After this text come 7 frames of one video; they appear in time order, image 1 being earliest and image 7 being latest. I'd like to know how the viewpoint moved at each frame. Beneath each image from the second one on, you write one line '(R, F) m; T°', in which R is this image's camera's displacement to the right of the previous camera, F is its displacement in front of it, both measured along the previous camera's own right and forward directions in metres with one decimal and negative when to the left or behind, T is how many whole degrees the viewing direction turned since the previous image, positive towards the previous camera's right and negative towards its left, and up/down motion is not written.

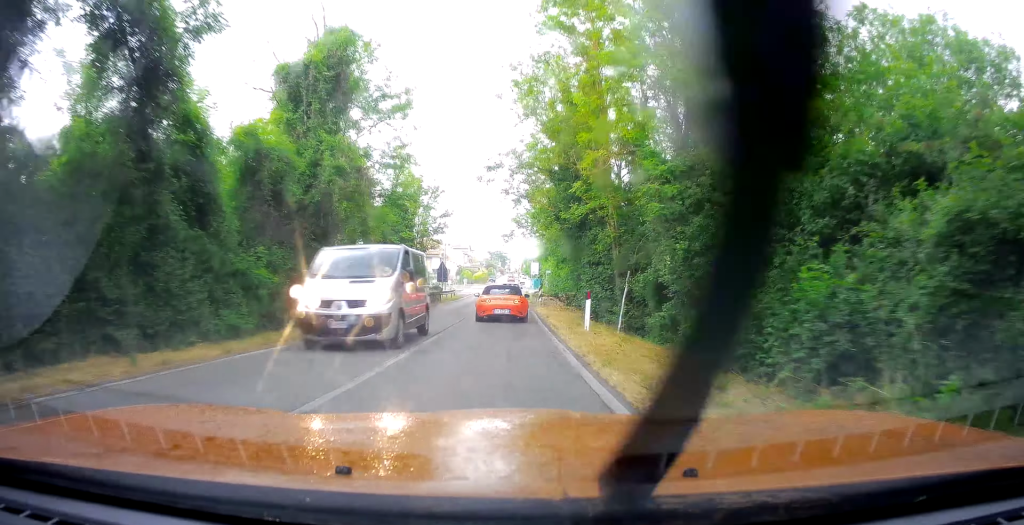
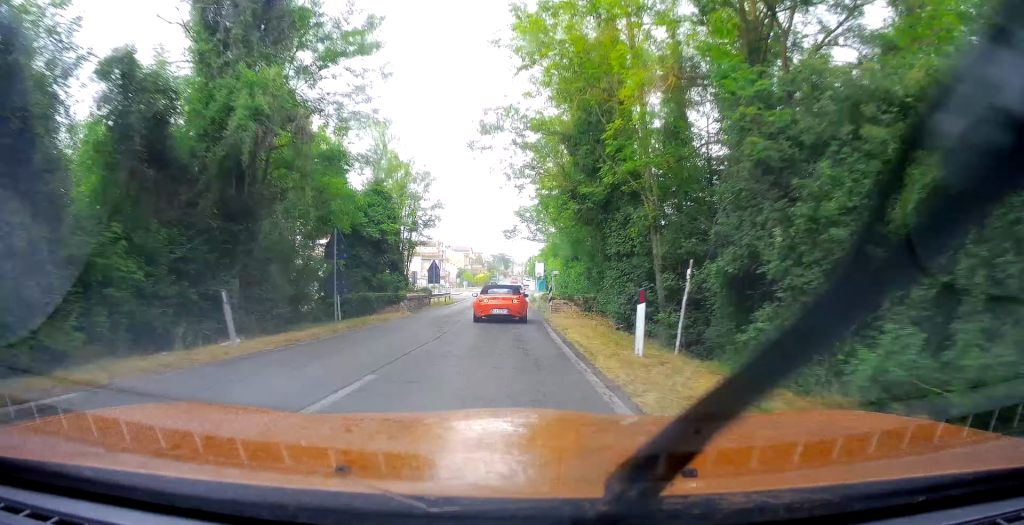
(-0.1, +5.9) m; 0°
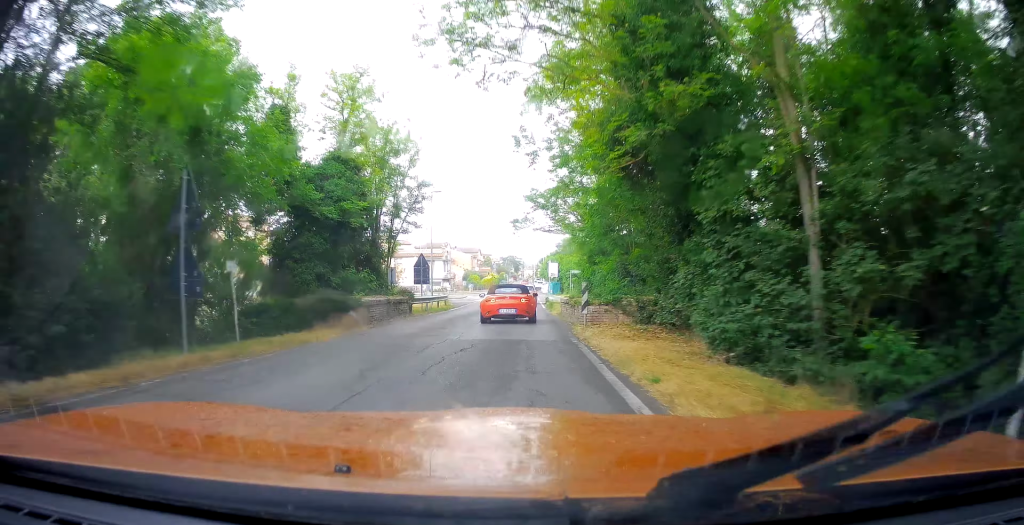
(+0.2, +8.6) m; 0°
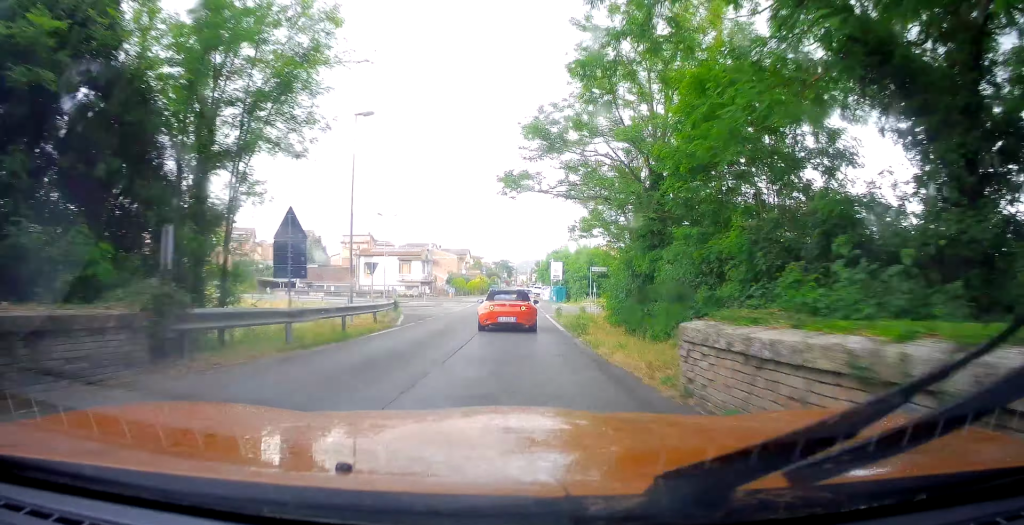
(-0.2, +16.9) m; -2°
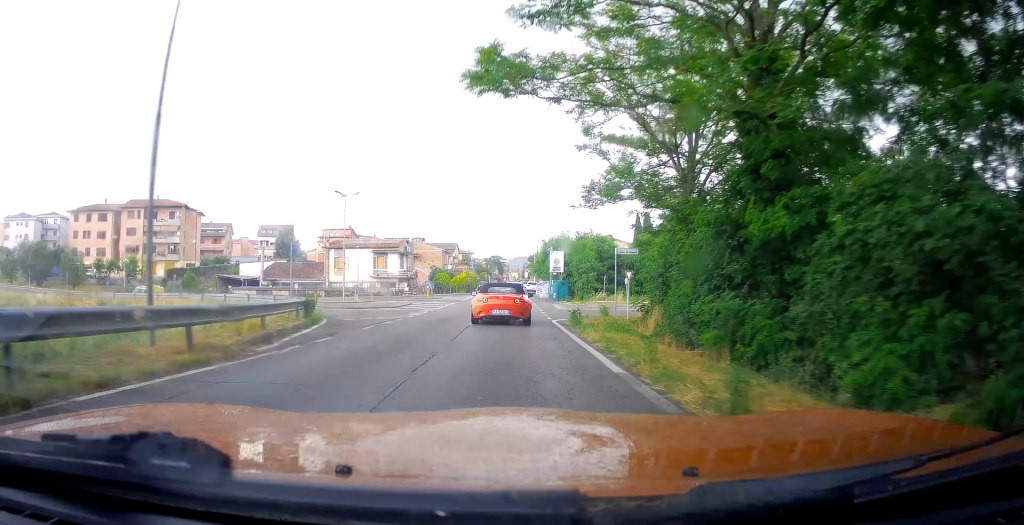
(0.0, +11.2) m; 0°
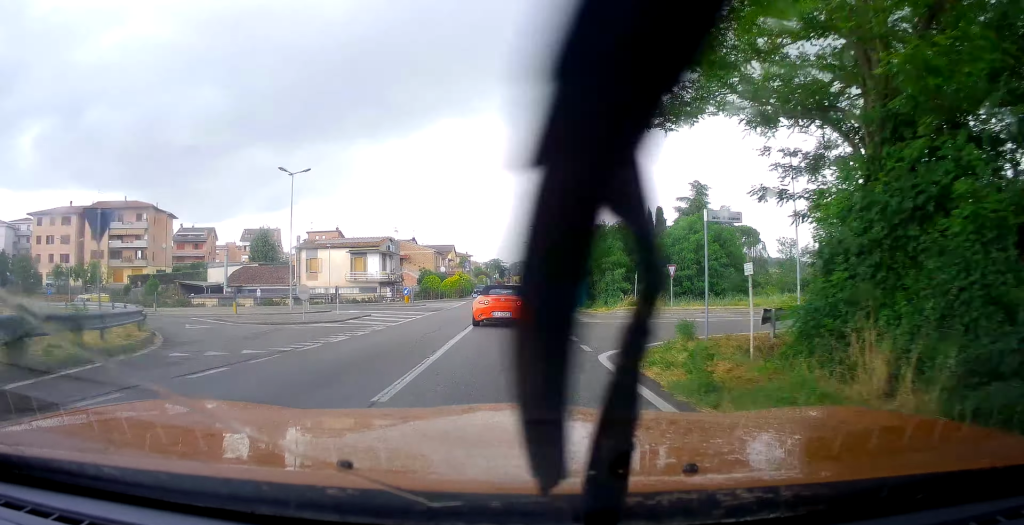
(+0.1, +11.0) m; 0°
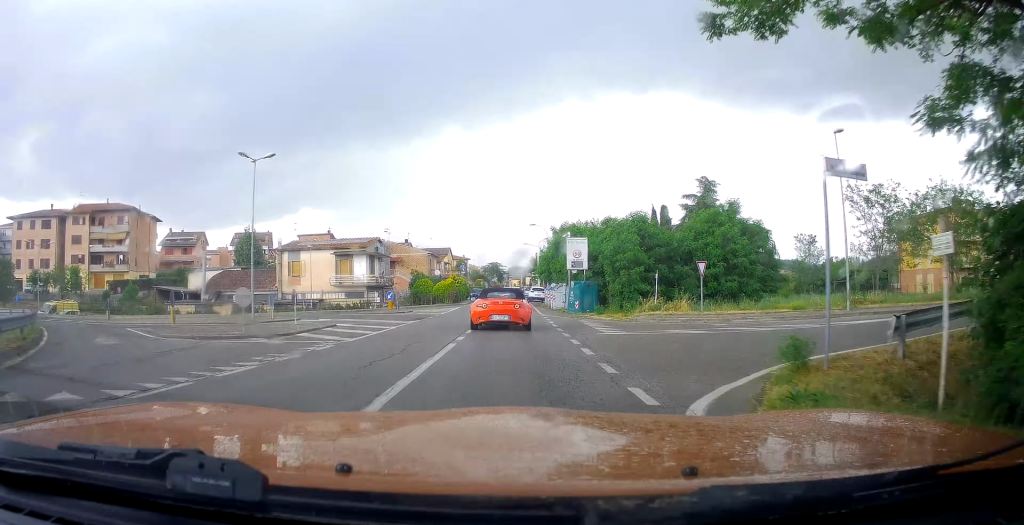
(0.0, +5.4) m; 0°
